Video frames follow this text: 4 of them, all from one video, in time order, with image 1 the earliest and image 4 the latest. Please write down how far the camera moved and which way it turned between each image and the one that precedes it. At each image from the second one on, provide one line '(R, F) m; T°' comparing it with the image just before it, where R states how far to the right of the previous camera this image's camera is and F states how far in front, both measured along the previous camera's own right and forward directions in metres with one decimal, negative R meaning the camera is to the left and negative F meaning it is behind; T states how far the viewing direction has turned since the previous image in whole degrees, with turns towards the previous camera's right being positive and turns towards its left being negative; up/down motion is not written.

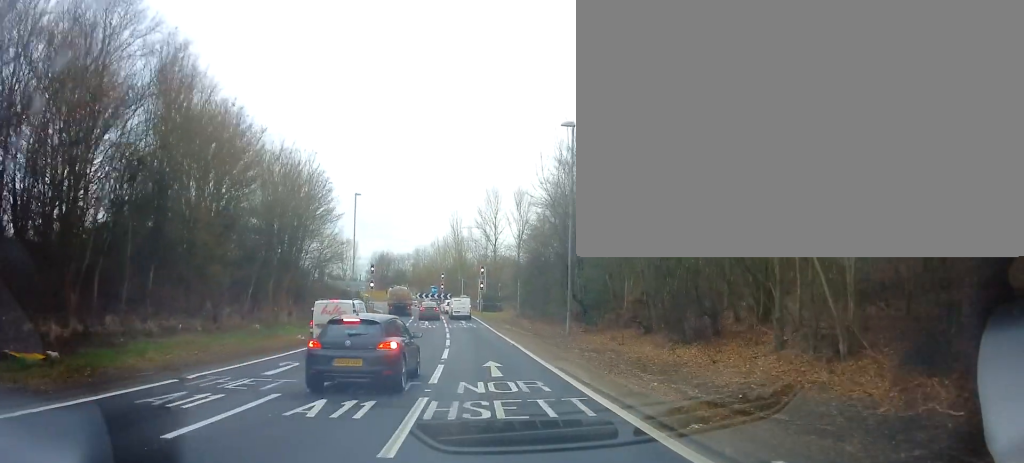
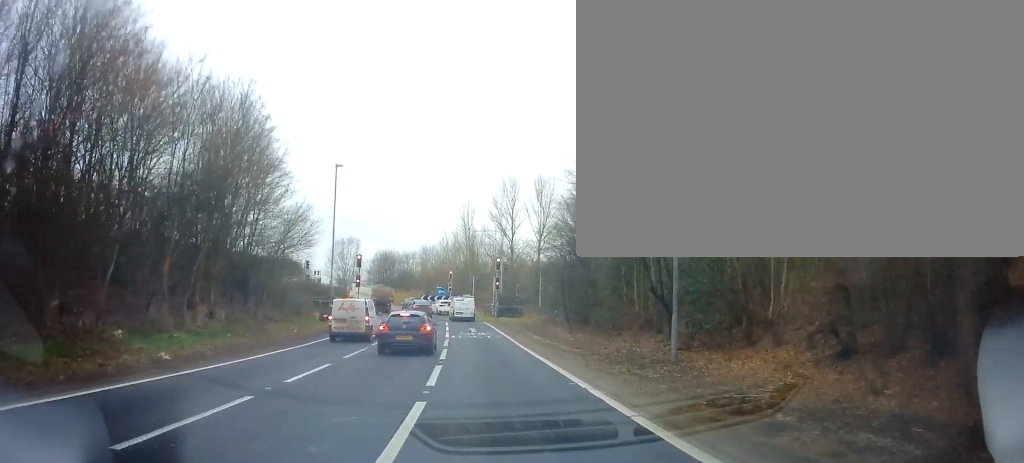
(-0.5, +13.1) m; -2°
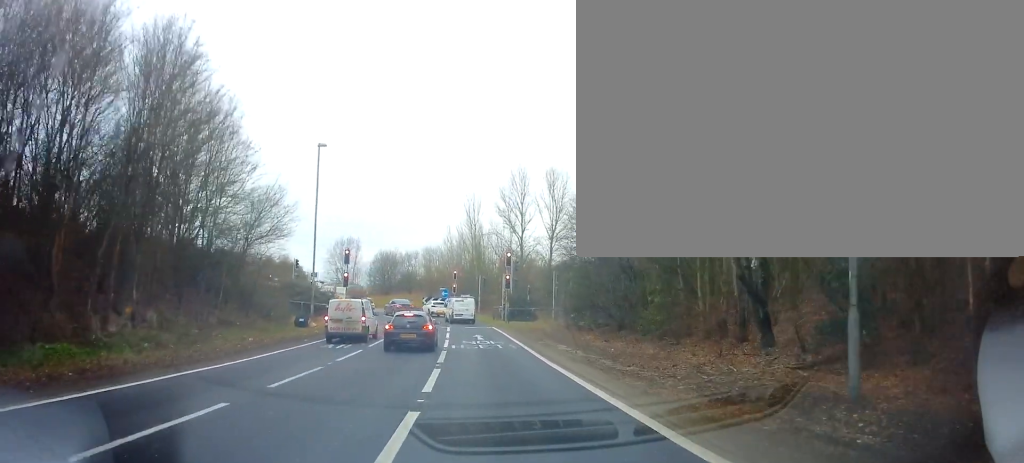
(+0.2, +7.5) m; +1°
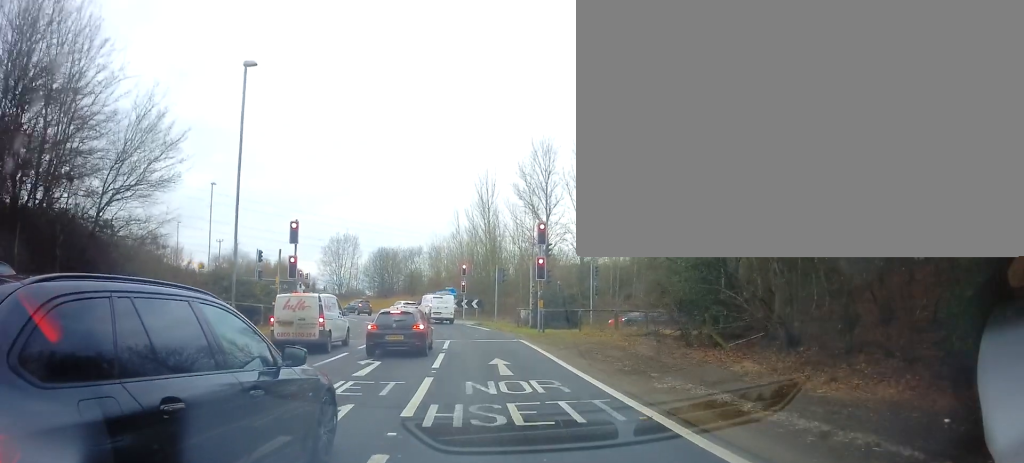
(-0.1, +14.3) m; -2°
